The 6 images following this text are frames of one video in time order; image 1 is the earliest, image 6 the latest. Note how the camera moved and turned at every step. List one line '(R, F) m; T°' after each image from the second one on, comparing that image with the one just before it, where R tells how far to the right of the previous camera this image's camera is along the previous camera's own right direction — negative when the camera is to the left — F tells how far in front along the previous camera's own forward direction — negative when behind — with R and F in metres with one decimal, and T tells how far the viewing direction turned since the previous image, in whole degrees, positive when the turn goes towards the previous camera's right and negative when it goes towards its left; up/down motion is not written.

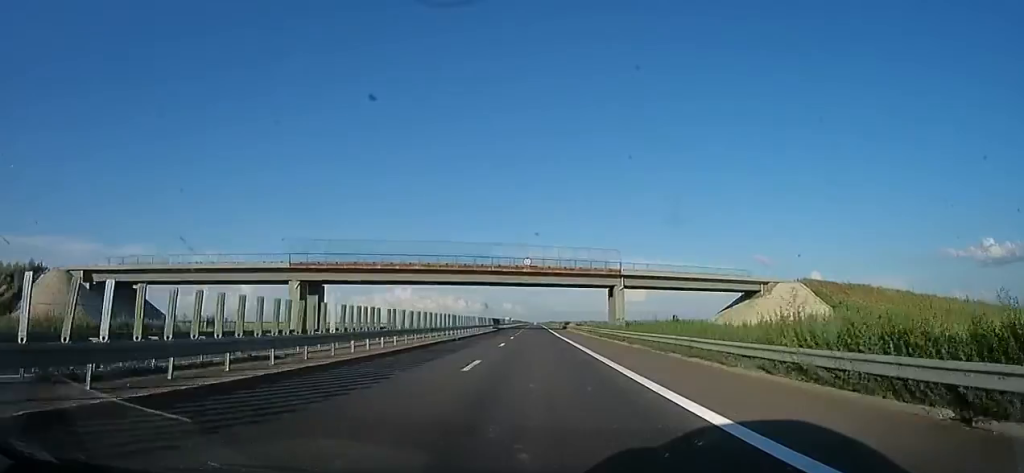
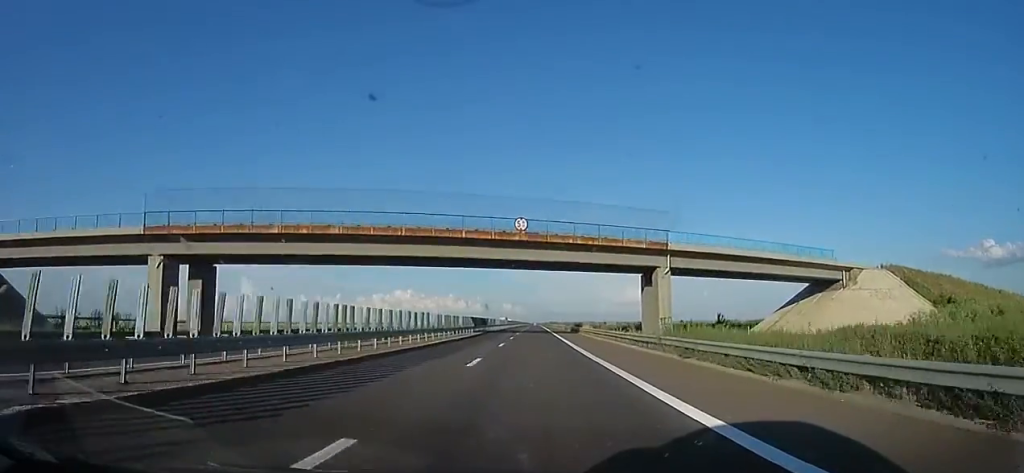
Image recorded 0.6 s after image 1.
(0.0, +22.6) m; +1°
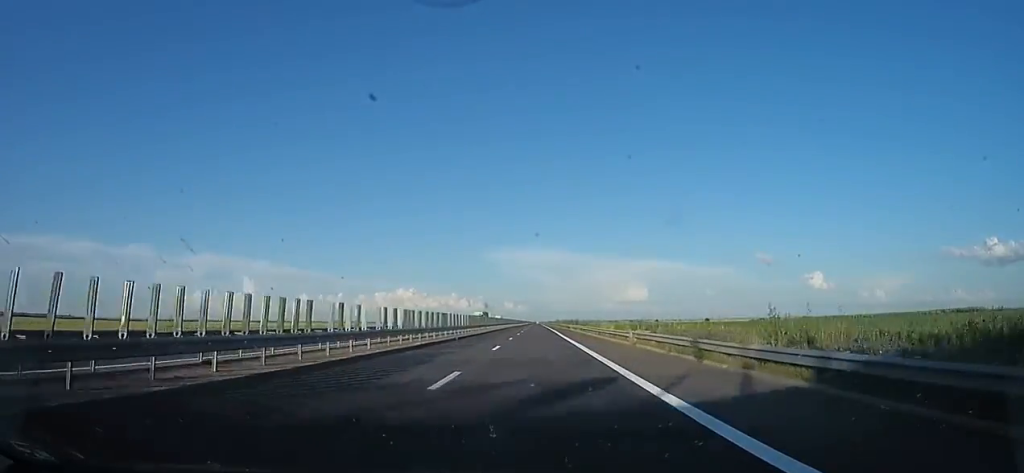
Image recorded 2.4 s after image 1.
(+2.3, +65.2) m; +2°
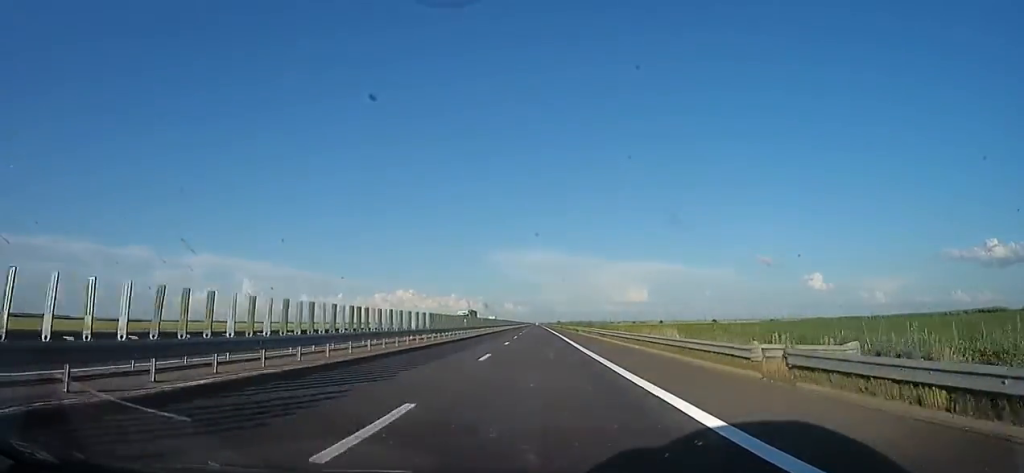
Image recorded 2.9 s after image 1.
(-0.7, +16.7) m; -1°
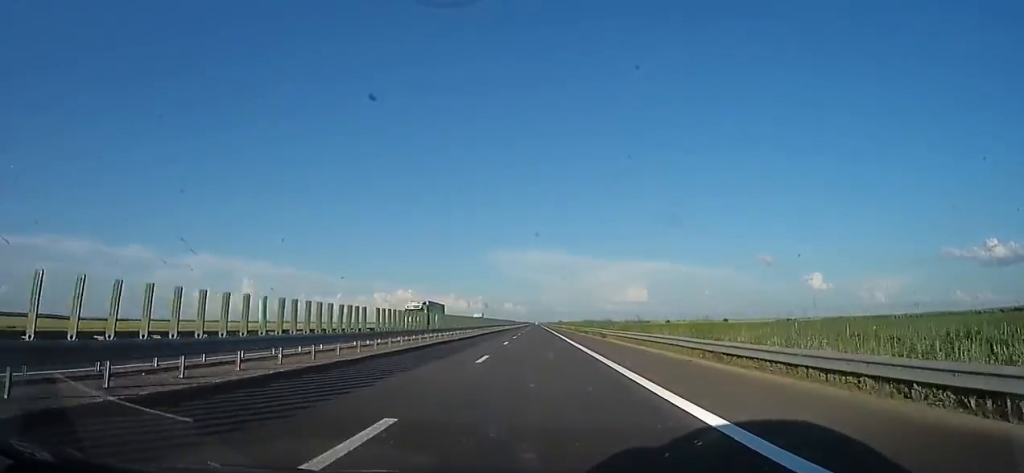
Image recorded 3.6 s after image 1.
(-0.5, +25.1) m; -1°
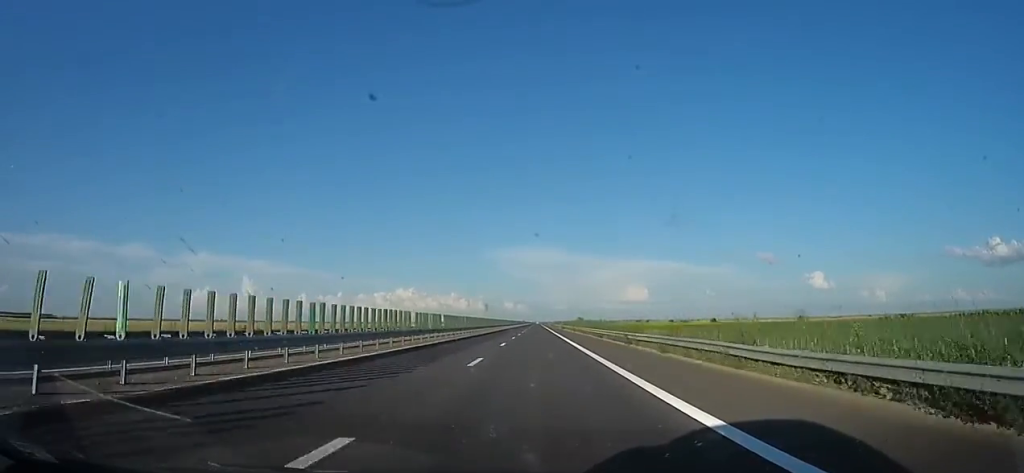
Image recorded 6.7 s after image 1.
(+2.0, +109.1) m; -1°
